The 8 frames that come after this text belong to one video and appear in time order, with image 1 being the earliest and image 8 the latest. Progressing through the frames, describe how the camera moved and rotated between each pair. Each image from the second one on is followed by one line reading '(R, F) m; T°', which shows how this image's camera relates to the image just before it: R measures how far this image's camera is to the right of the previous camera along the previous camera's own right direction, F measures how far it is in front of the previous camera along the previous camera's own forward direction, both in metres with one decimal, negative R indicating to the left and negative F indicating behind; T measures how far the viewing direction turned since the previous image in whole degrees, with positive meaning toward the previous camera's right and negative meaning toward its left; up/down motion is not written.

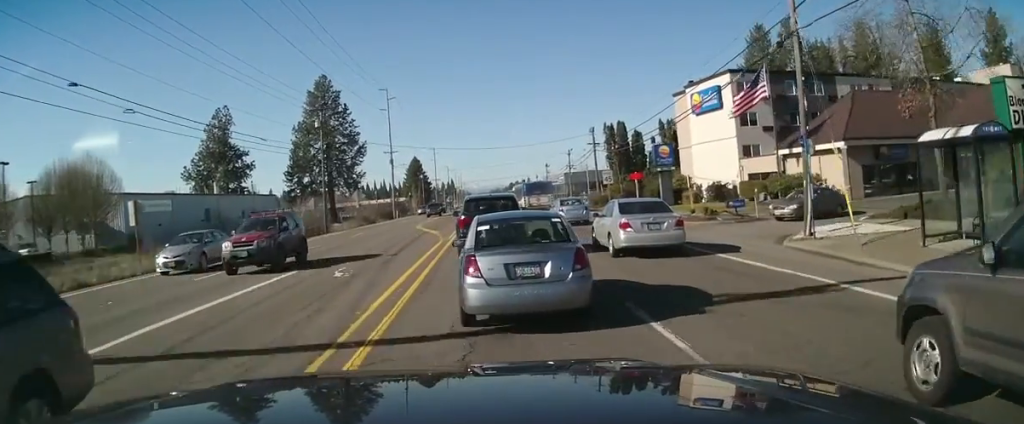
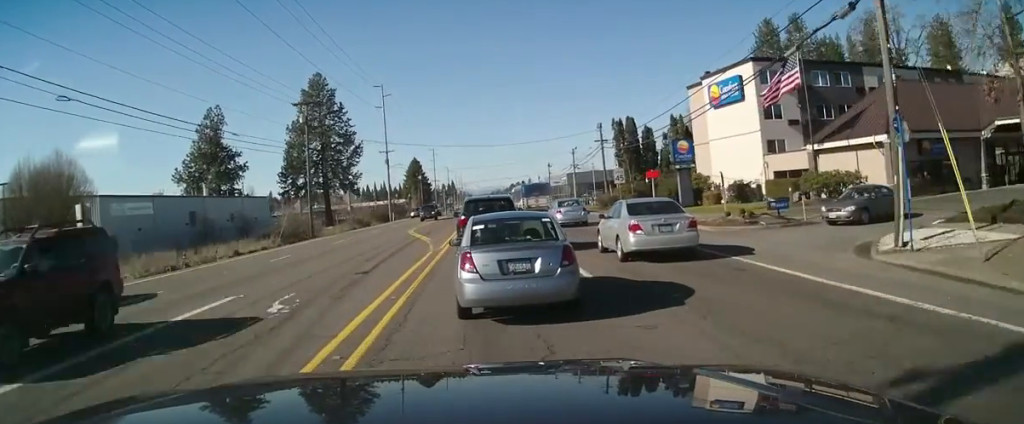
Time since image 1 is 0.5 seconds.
(0.0, +4.6) m; +1°
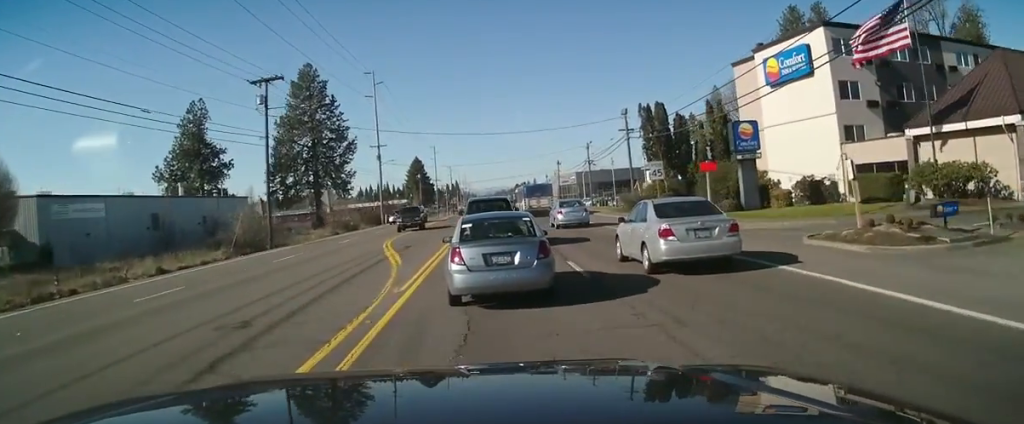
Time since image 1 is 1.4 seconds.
(+0.4, +9.9) m; +2°
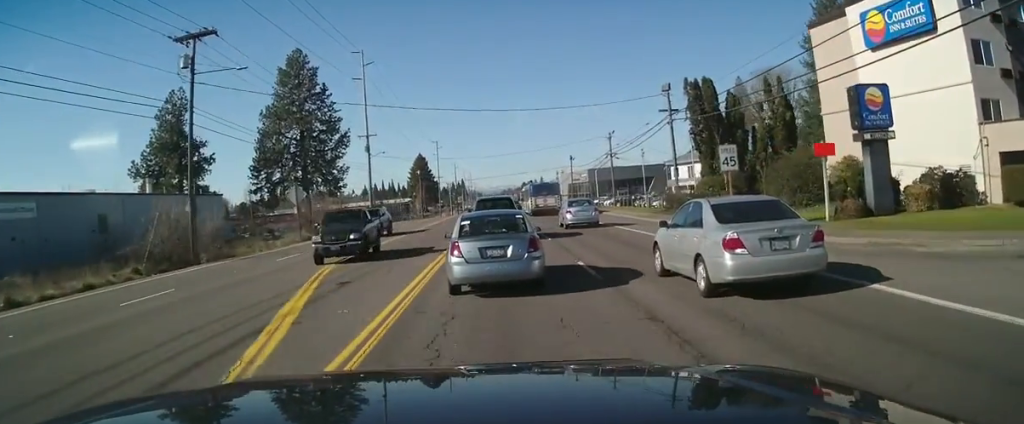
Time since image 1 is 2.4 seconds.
(0.0, +10.7) m; -2°
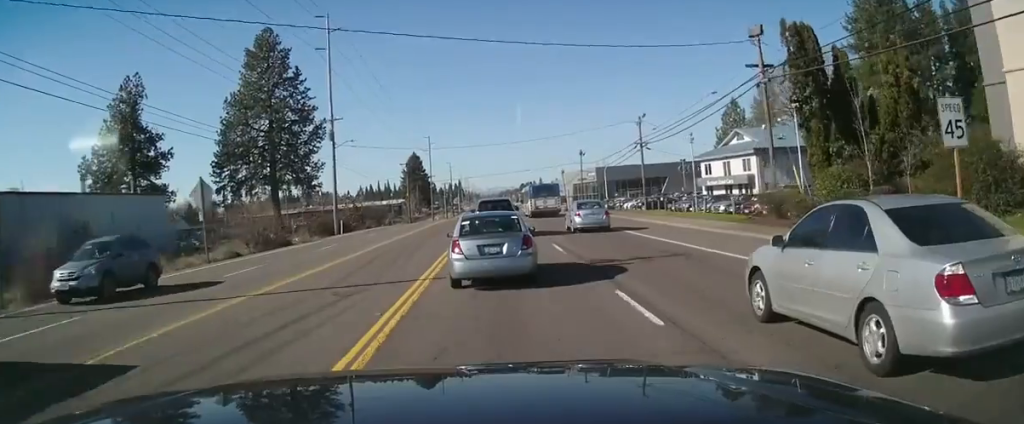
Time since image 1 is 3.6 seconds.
(-0.6, +14.2) m; -2°
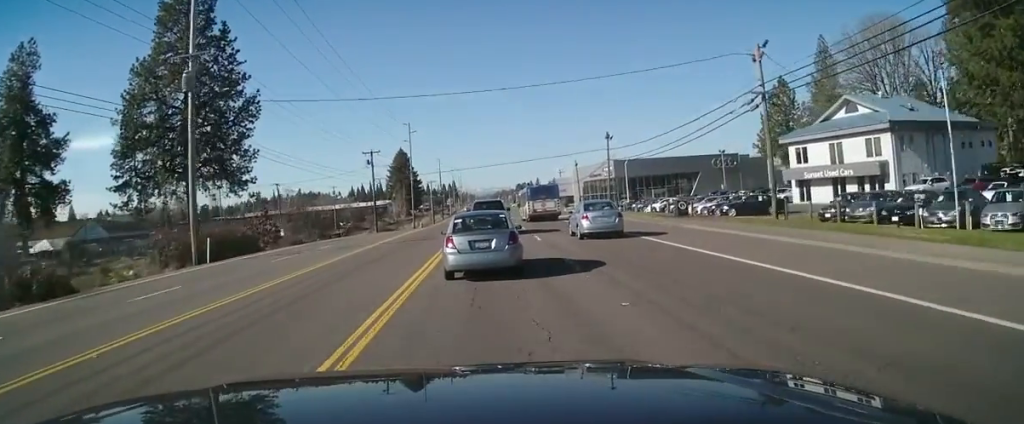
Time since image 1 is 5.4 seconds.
(+0.5, +25.4) m; +2°
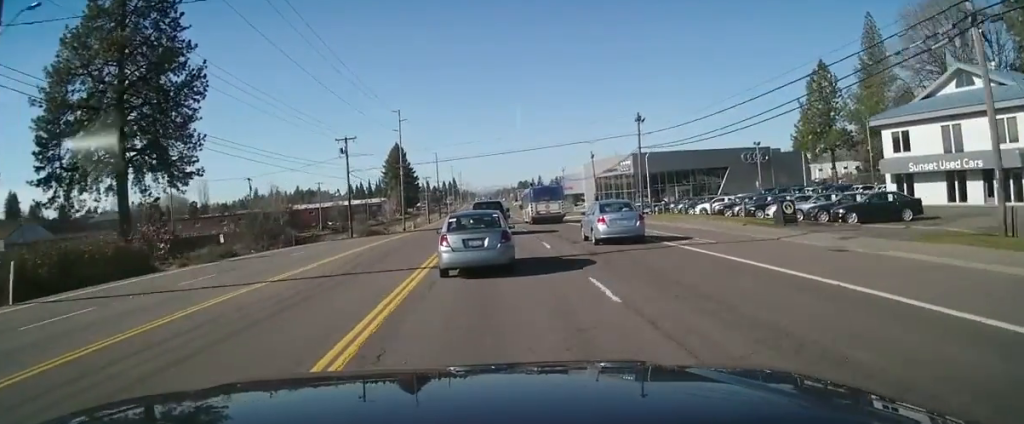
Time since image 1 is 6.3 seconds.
(+0.2, +14.4) m; 0°
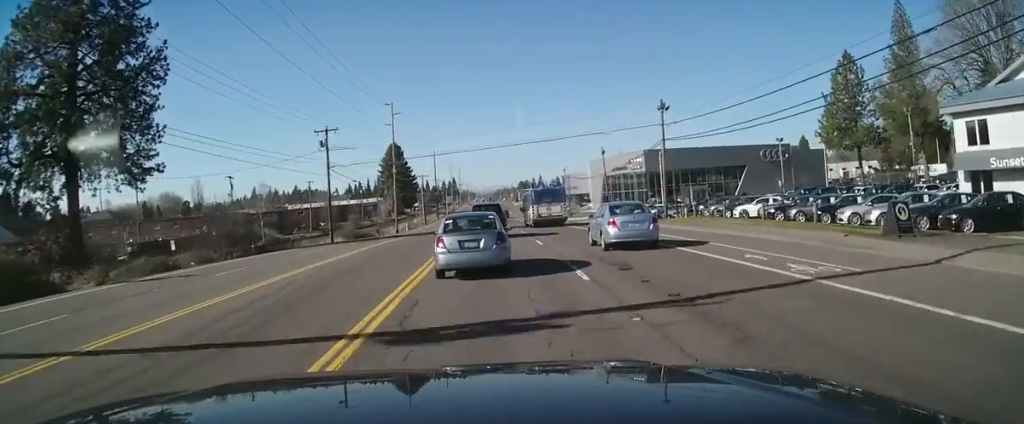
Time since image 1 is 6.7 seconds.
(+0.2, +7.8) m; 0°
